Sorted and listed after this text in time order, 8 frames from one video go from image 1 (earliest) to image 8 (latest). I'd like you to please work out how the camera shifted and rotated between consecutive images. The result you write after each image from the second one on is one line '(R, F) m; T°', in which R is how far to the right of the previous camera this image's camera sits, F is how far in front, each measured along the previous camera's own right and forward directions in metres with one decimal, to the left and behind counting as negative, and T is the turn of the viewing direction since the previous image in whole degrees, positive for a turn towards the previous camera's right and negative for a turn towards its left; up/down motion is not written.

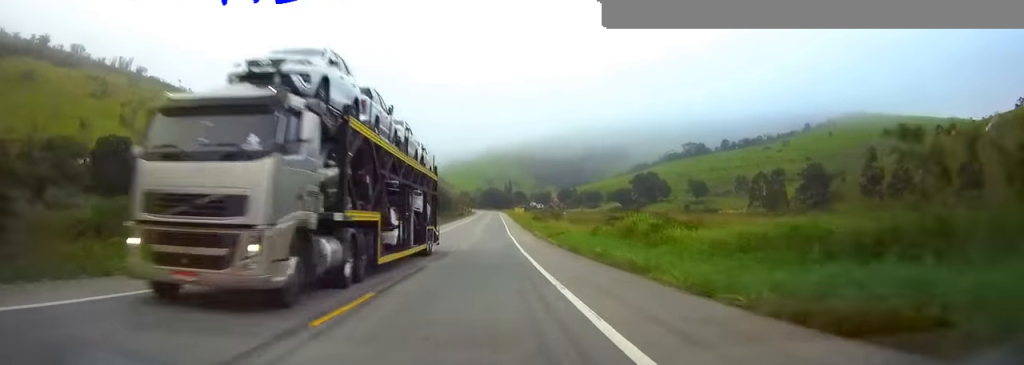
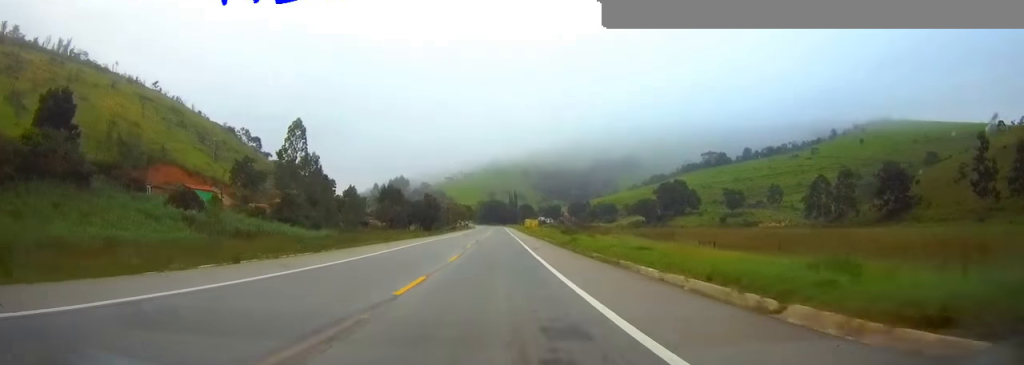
(-0.2, +55.2) m; 0°
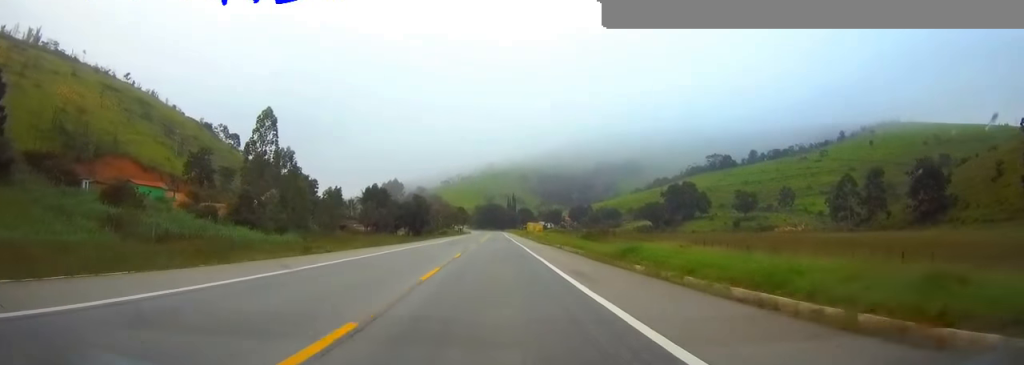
(0.0, +21.2) m; 0°
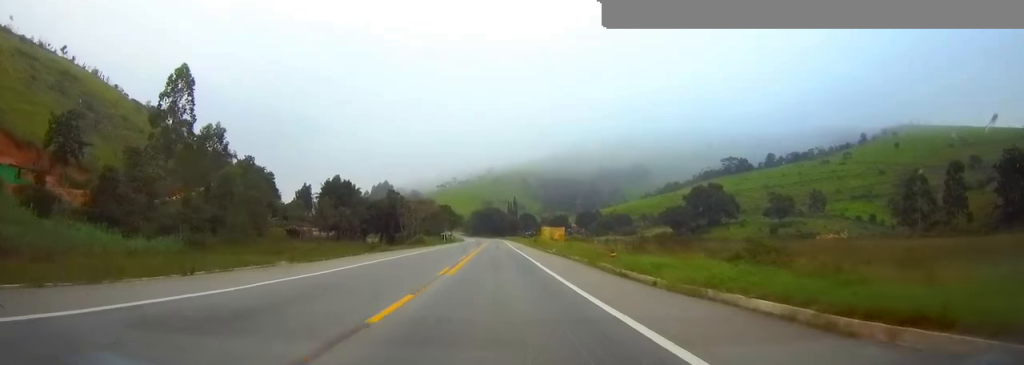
(+0.1, +43.0) m; 0°
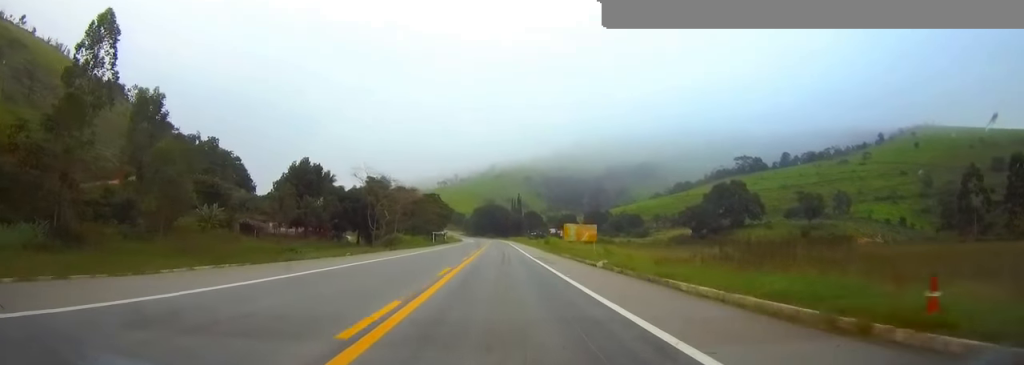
(0.0, +25.8) m; 0°
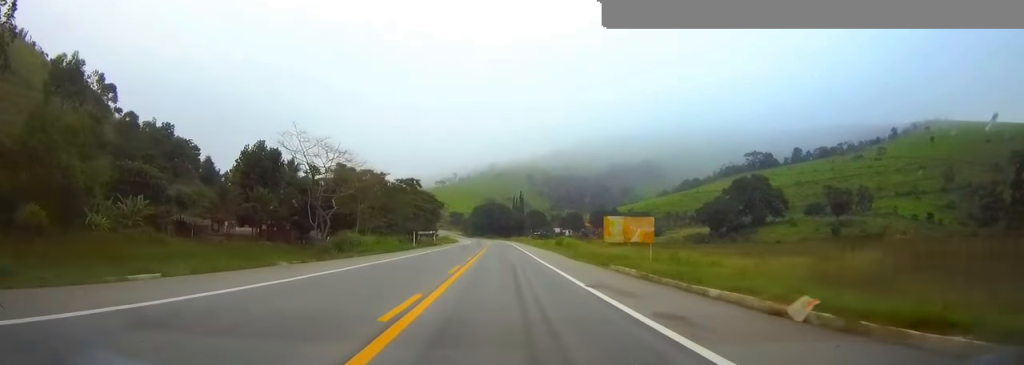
(-0.1, +22.5) m; 0°
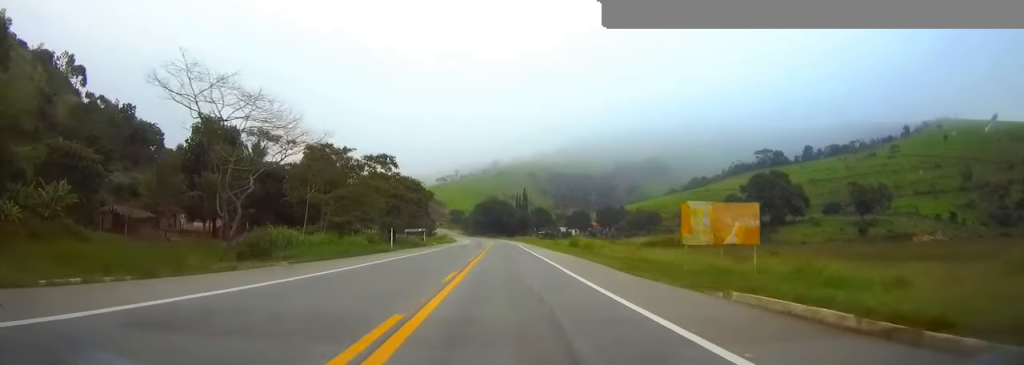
(+0.1, +16.3) m; 0°
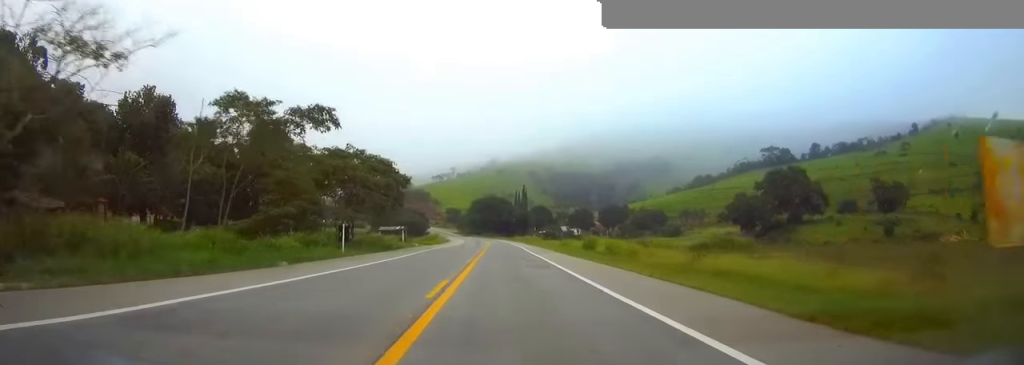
(+0.1, +16.4) m; 0°
